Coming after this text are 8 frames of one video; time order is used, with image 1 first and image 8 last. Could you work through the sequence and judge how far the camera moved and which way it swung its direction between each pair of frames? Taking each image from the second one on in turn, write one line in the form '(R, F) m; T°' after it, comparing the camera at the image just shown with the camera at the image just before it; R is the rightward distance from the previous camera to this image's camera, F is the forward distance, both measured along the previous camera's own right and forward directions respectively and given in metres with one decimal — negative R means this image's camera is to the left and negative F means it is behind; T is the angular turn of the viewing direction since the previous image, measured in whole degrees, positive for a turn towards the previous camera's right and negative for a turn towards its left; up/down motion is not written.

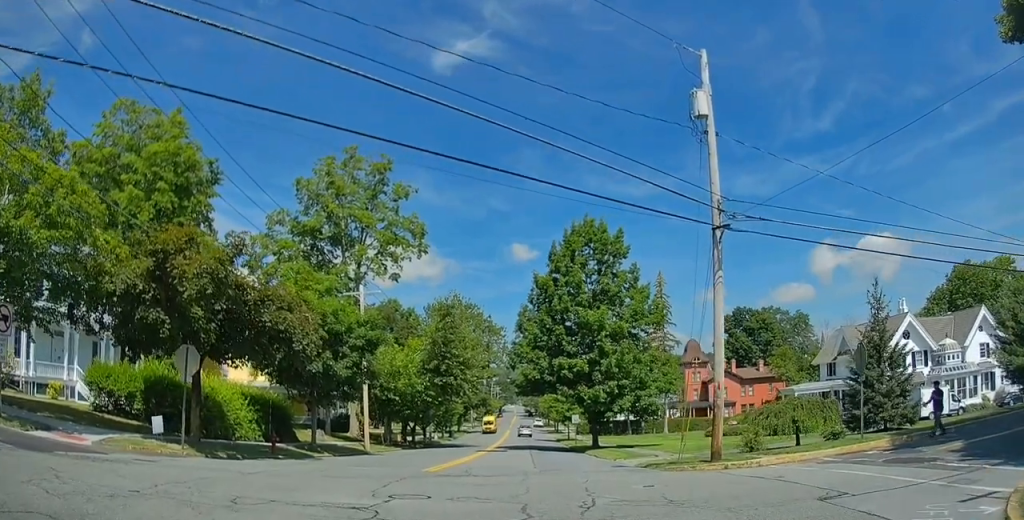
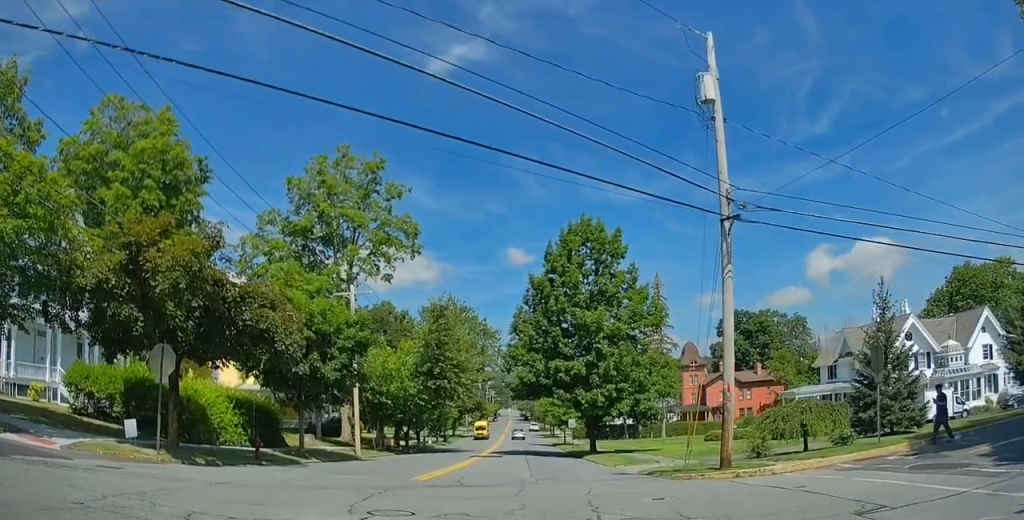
(-0.1, +1.3) m; -3°
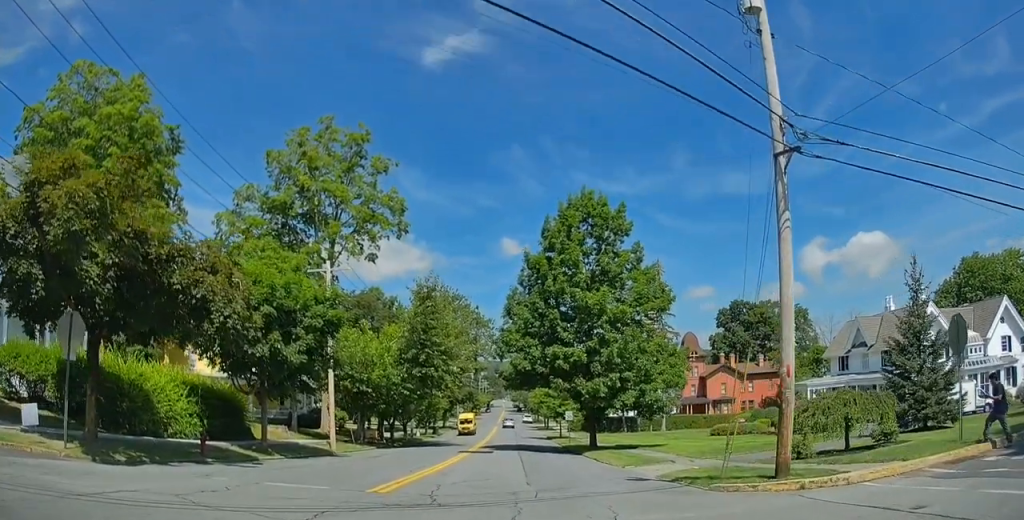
(-0.1, +3.1) m; +1°
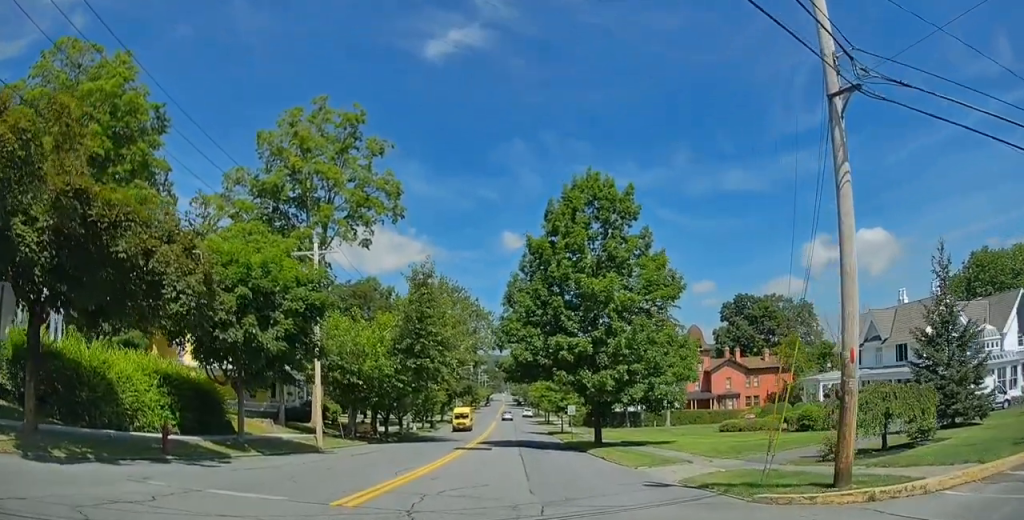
(+0.1, +1.6) m; +2°
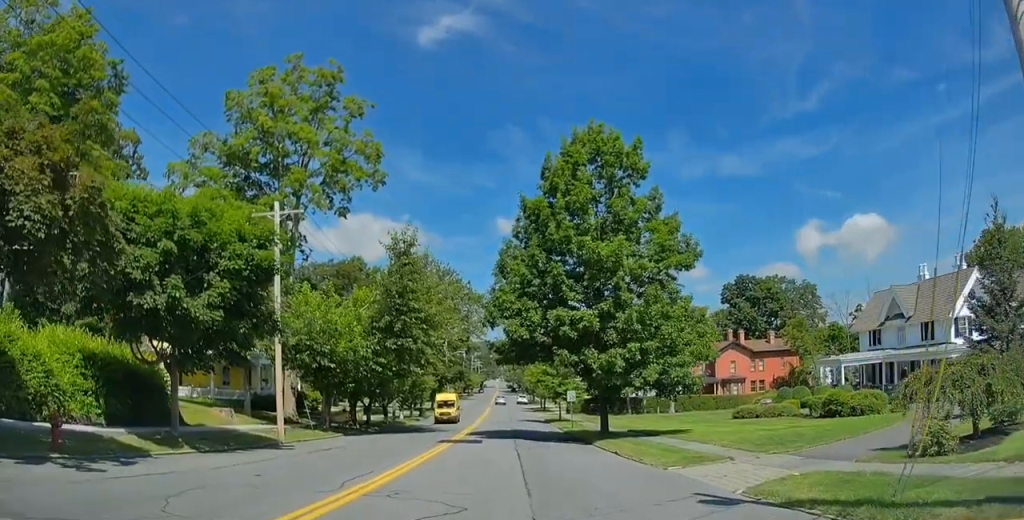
(-0.1, +3.6) m; -3°
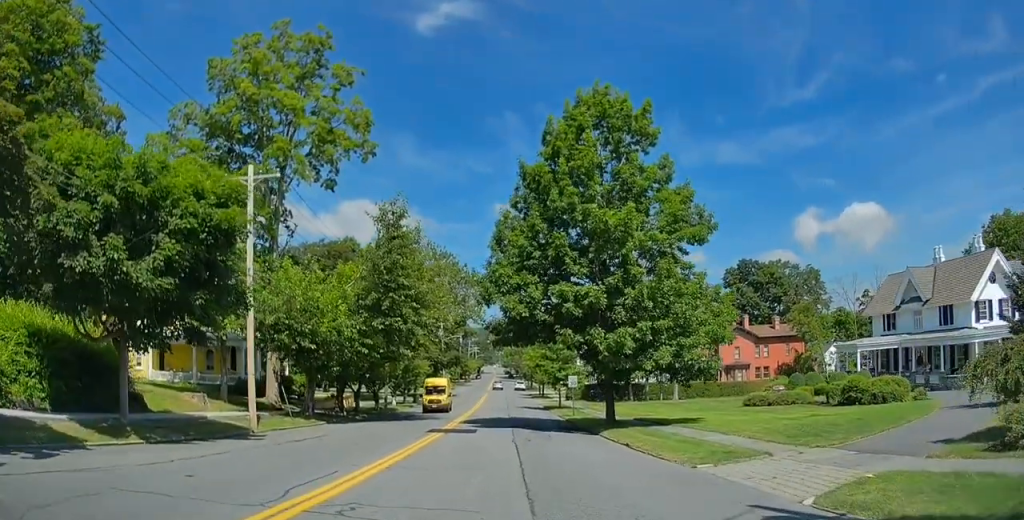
(0.0, +2.2) m; -1°
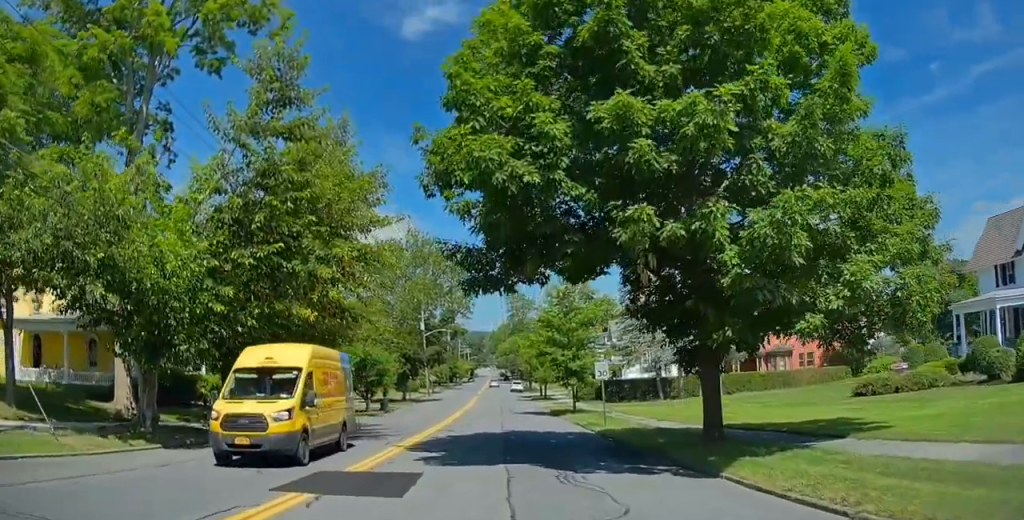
(-0.4, +13.0) m; -1°
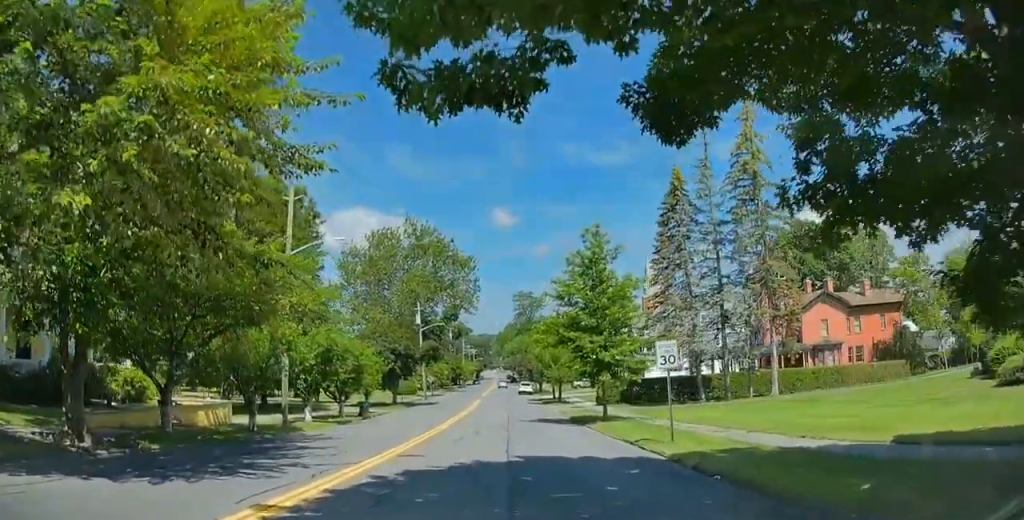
(+0.2, +9.0) m; +2°
